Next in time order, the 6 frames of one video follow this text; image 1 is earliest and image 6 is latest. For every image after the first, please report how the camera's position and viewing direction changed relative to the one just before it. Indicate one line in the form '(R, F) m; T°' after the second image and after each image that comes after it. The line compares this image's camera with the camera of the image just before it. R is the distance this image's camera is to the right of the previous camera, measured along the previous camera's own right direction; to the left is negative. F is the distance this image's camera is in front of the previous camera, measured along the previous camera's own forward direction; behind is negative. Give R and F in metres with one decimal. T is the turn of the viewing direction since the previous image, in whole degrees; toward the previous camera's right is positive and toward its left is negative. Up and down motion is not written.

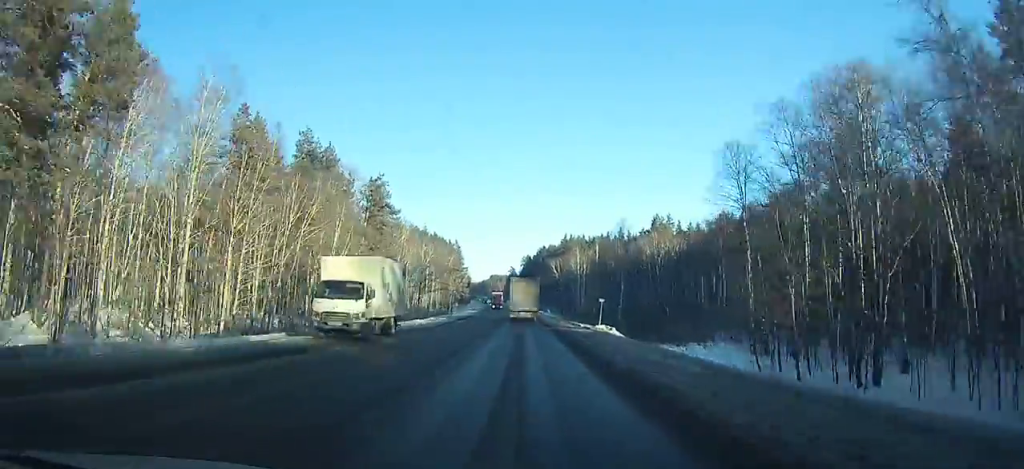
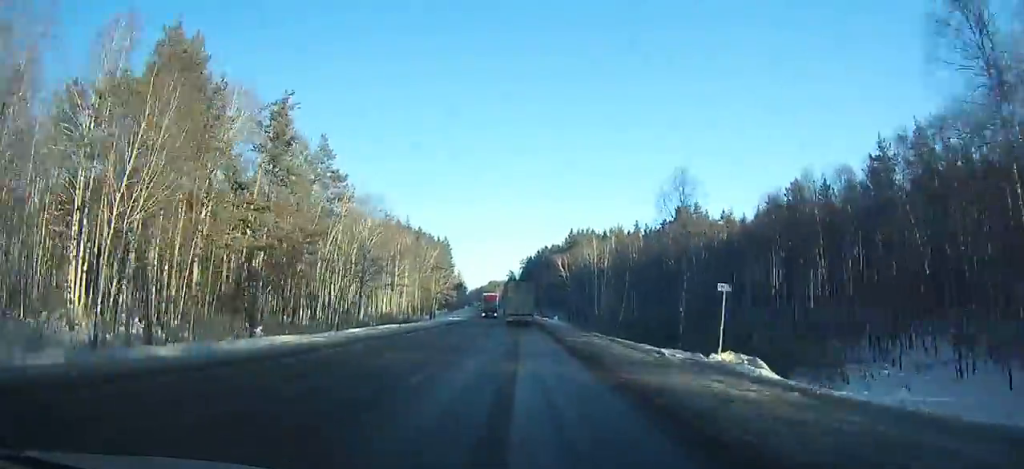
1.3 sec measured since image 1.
(+0.3, +29.9) m; -1°
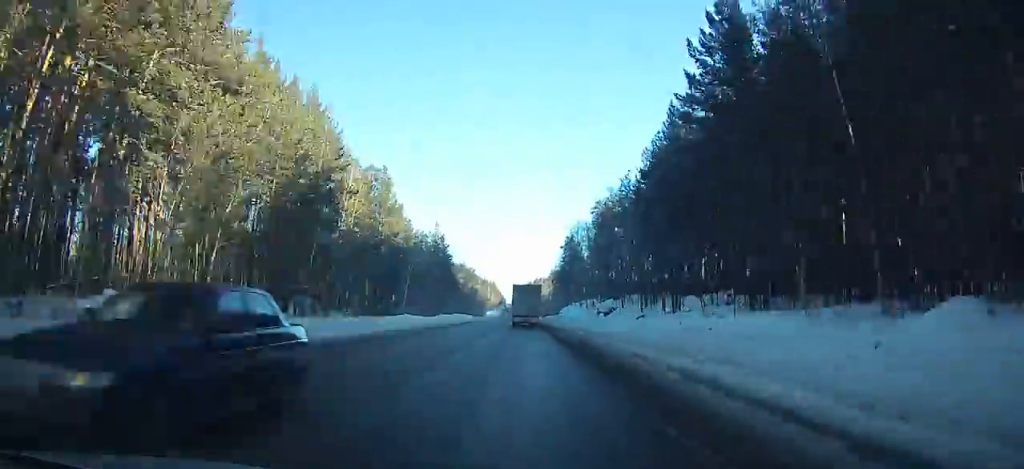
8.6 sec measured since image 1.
(-8.4, +173.7) m; -4°
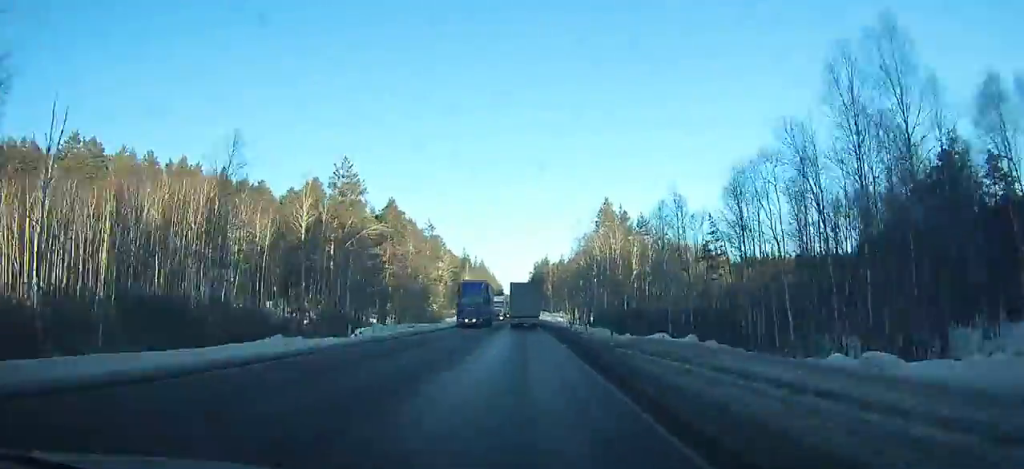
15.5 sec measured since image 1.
(-2.0, +165.5) m; -1°
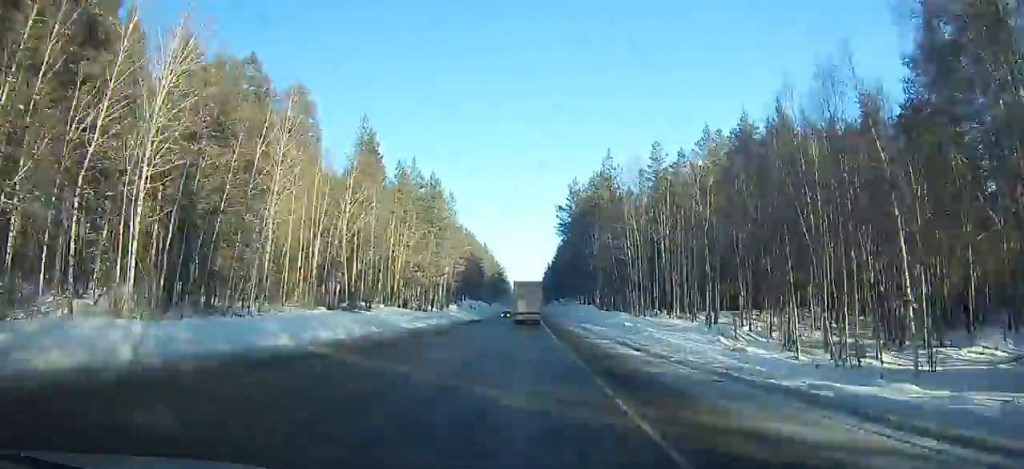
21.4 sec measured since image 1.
(-1.7, +137.7) m; -1°
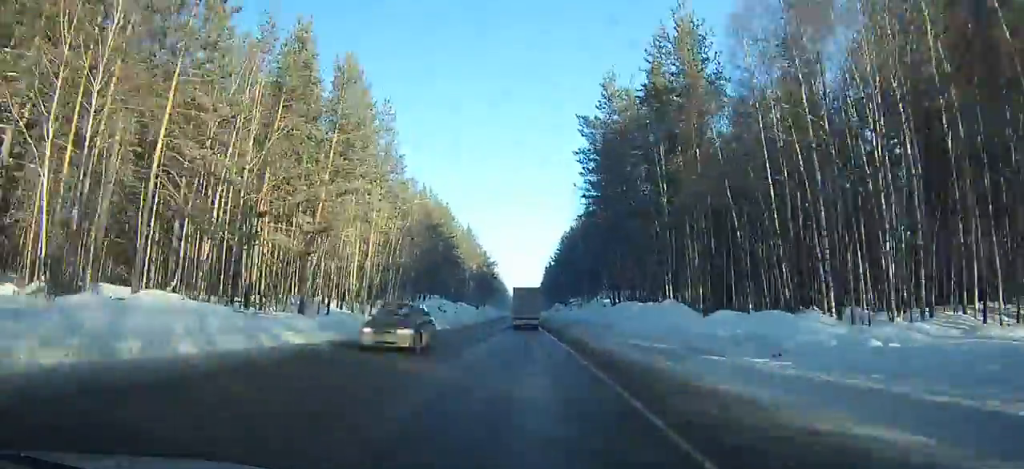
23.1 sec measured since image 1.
(-0.1, +38.6) m; 0°
